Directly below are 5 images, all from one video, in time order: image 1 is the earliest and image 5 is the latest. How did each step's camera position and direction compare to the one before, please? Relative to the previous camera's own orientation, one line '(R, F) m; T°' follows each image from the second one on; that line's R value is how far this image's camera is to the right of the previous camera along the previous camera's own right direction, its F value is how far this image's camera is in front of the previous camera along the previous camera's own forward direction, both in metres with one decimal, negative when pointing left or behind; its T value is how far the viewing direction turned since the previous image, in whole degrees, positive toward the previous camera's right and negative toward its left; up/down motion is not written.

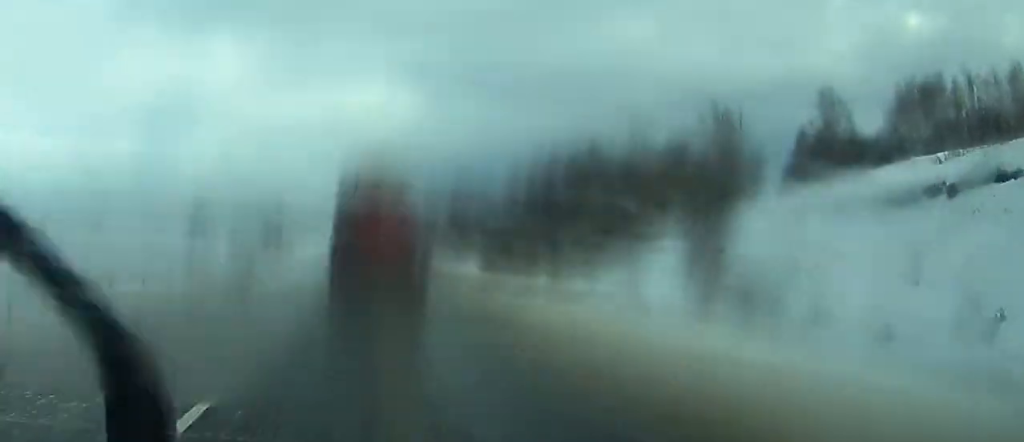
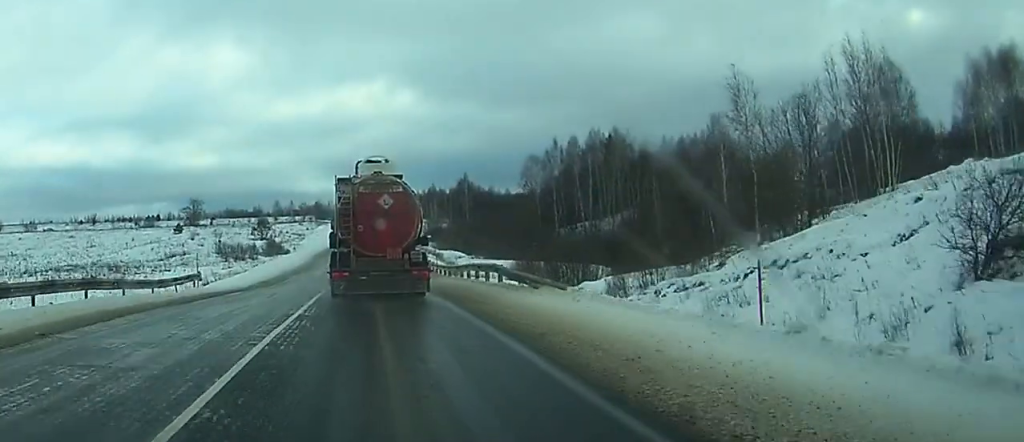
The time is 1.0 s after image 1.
(0.0, +18.7) m; 0°
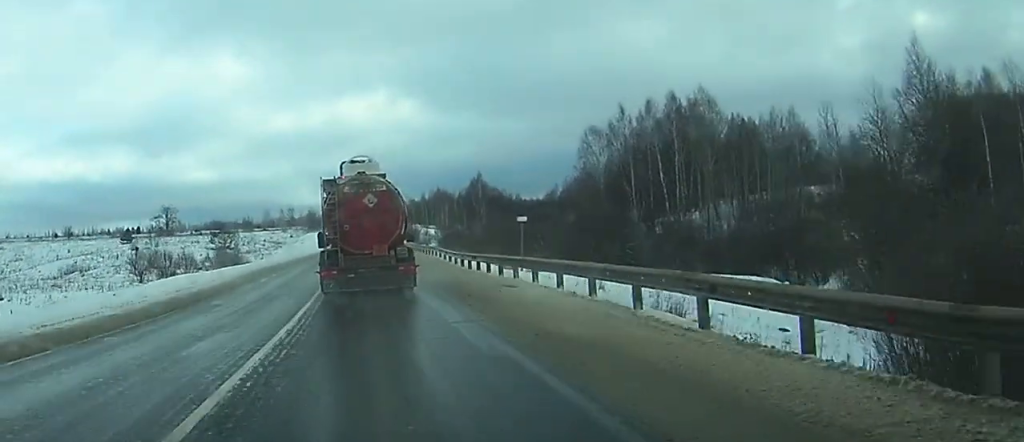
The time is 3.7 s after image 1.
(+0.3, +53.7) m; +1°
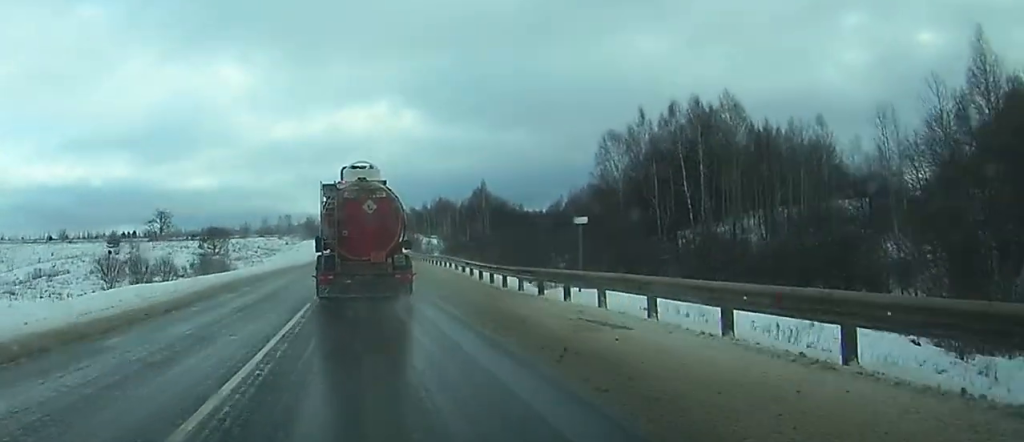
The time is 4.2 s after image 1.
(0.0, +9.8) m; 0°
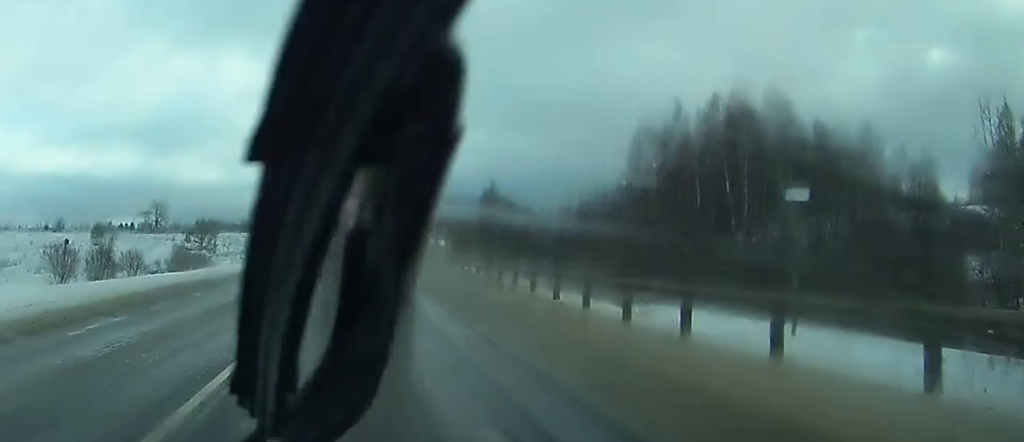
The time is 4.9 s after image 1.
(0.0, +13.1) m; 0°
